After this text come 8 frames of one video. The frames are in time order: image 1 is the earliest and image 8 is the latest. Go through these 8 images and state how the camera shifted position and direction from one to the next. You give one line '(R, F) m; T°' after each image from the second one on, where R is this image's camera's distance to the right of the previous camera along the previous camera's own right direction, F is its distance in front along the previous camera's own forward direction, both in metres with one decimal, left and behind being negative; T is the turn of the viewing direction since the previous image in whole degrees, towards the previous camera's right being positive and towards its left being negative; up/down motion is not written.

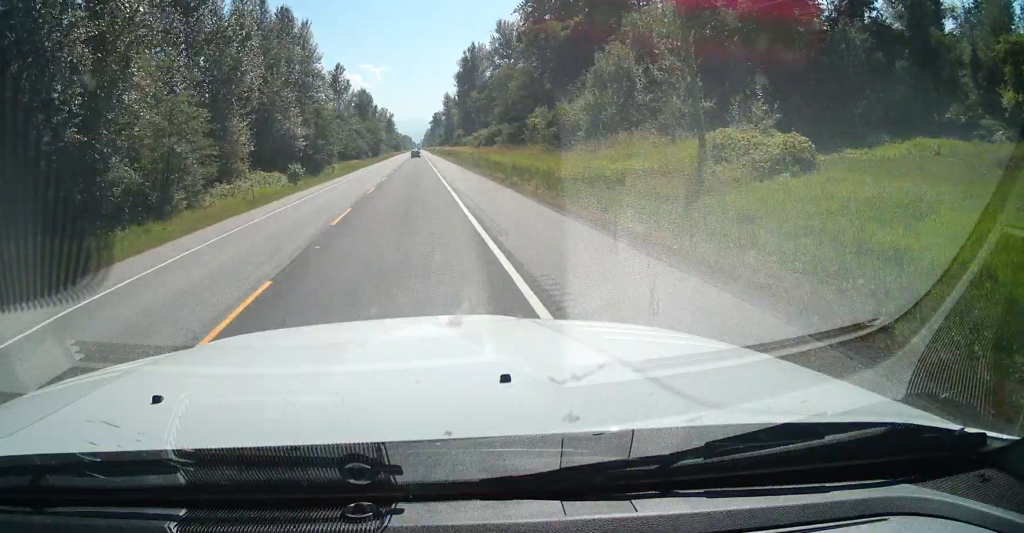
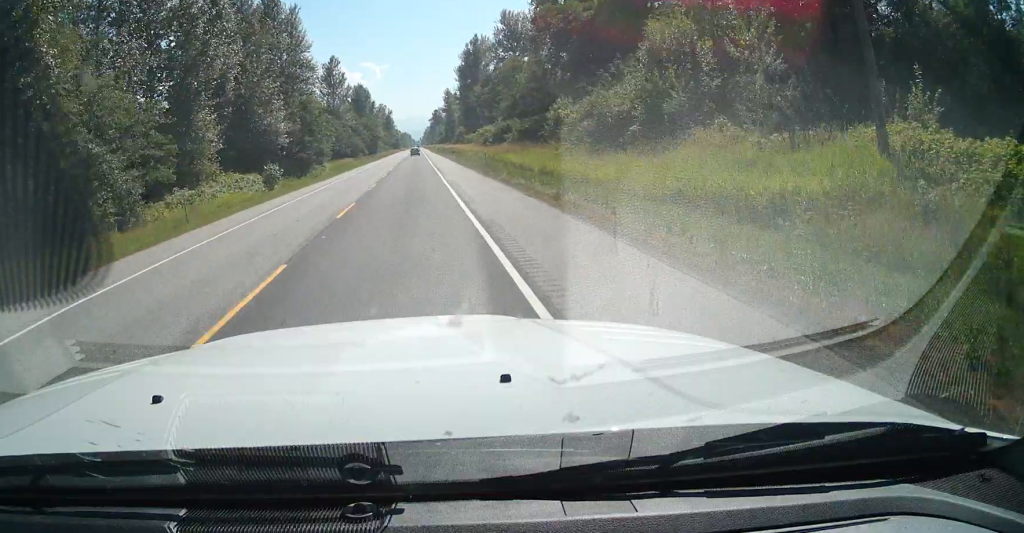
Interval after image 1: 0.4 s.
(0.0, +11.7) m; 0°
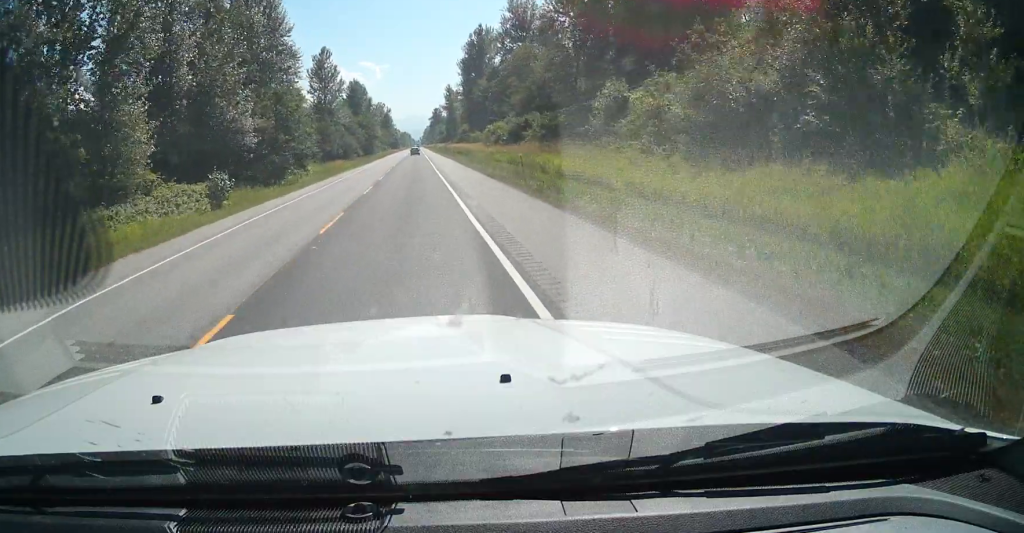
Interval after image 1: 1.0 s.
(0.0, +16.6) m; 0°
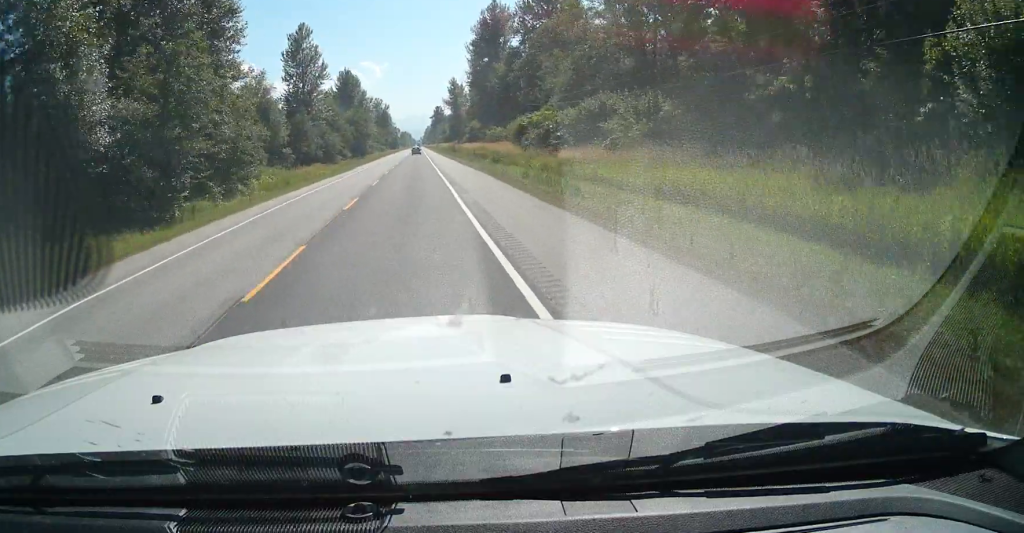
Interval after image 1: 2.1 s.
(-0.1, +33.5) m; -1°
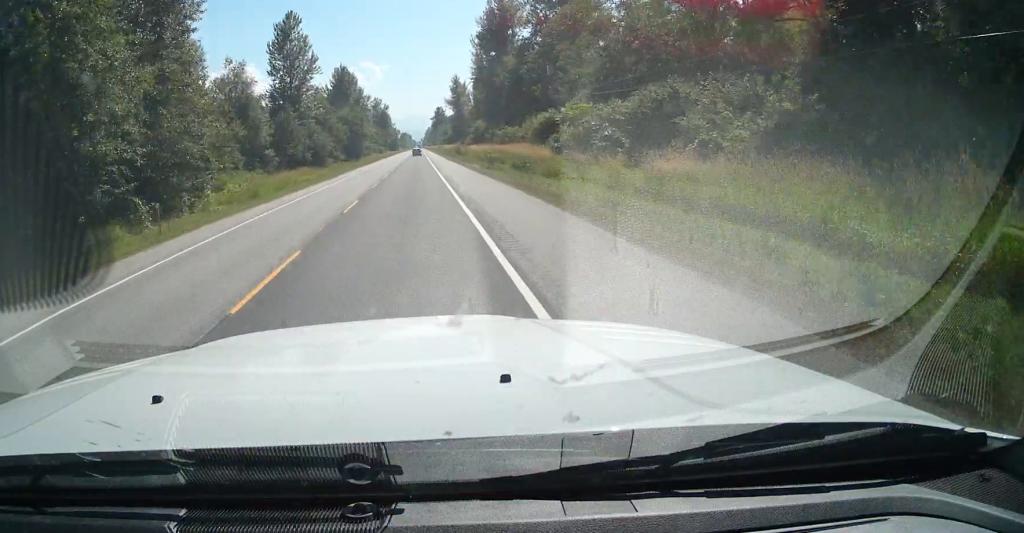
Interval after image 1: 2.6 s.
(0.0, +13.3) m; 0°
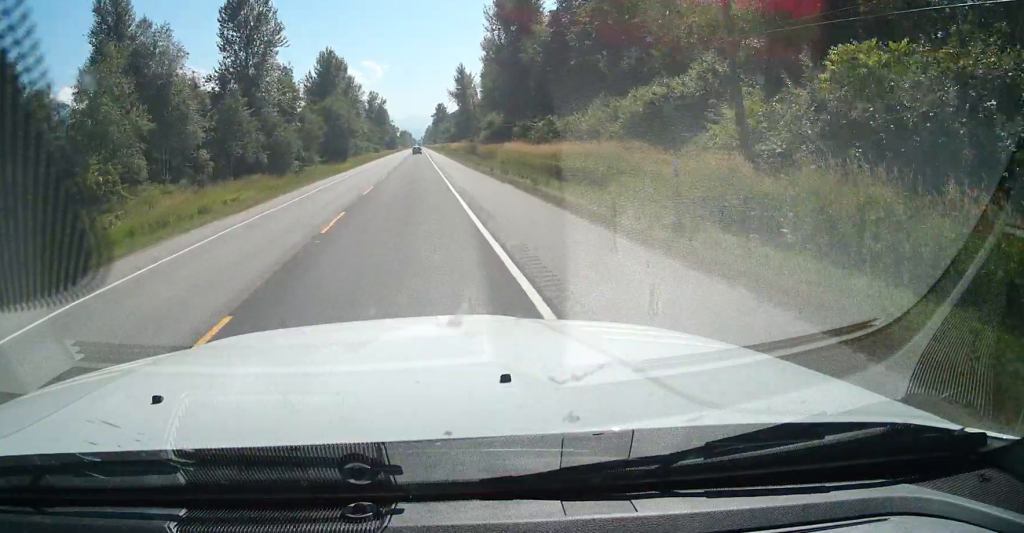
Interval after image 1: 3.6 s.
(-0.2, +28.5) m; 0°
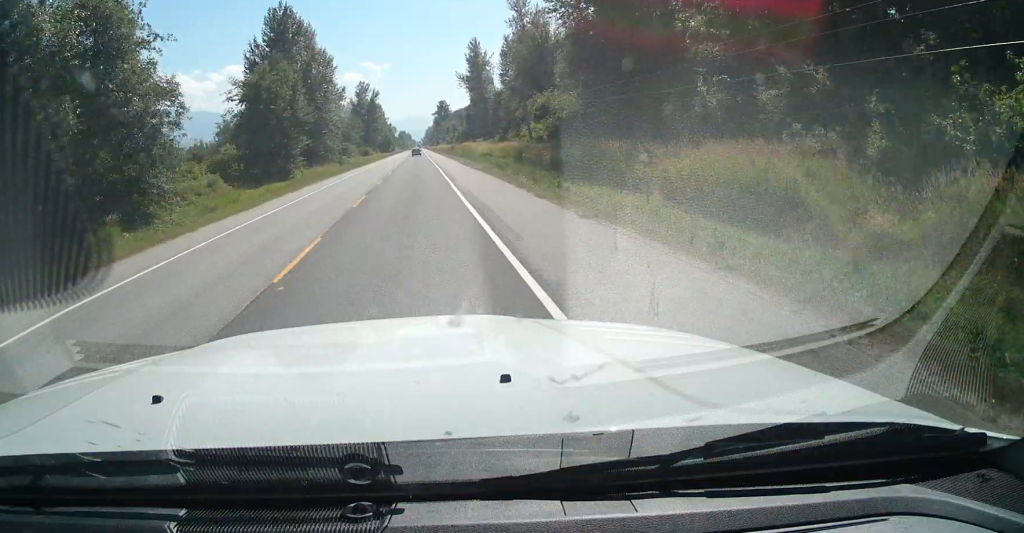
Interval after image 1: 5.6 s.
(+0.1, +56.9) m; 0°
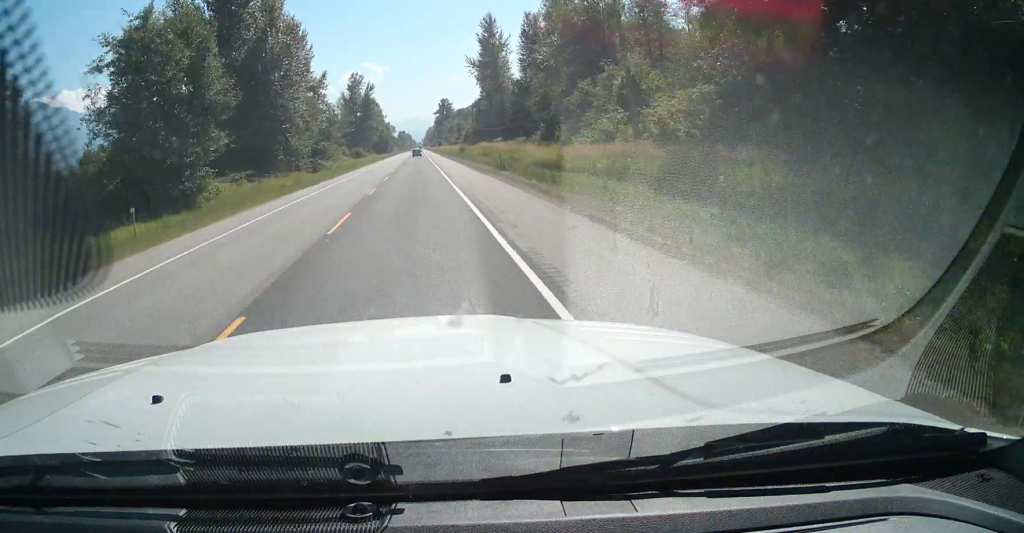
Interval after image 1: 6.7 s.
(+0.1, +33.5) m; 0°
